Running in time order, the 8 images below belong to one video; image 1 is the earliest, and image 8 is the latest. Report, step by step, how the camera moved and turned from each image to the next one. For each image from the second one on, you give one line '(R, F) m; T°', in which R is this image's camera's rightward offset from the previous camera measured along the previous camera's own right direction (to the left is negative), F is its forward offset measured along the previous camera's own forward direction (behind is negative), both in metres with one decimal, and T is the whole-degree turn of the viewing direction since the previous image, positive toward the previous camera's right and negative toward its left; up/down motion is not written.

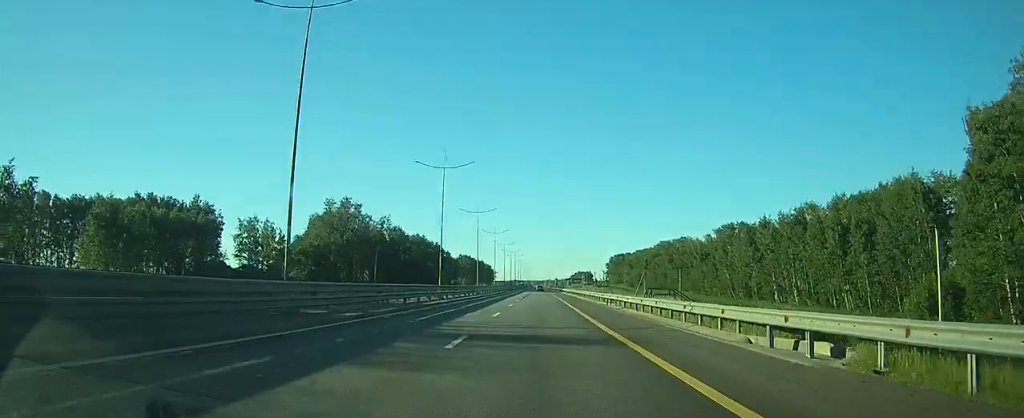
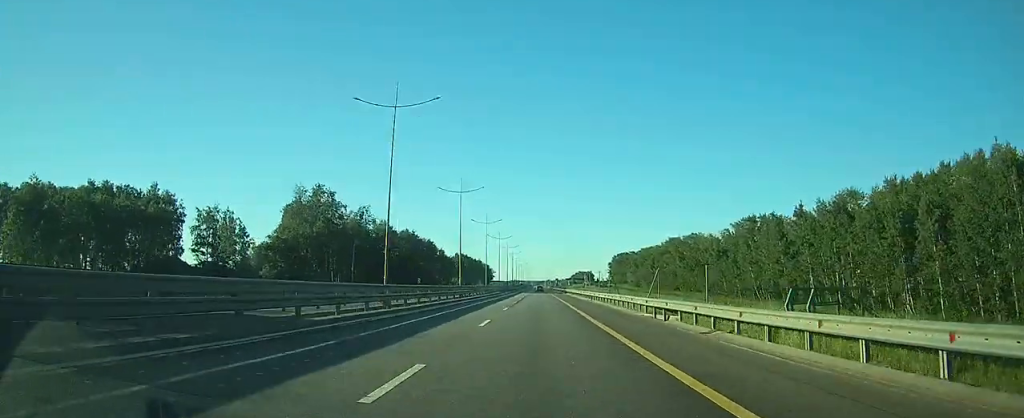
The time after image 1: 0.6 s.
(0.0, +17.4) m; 0°
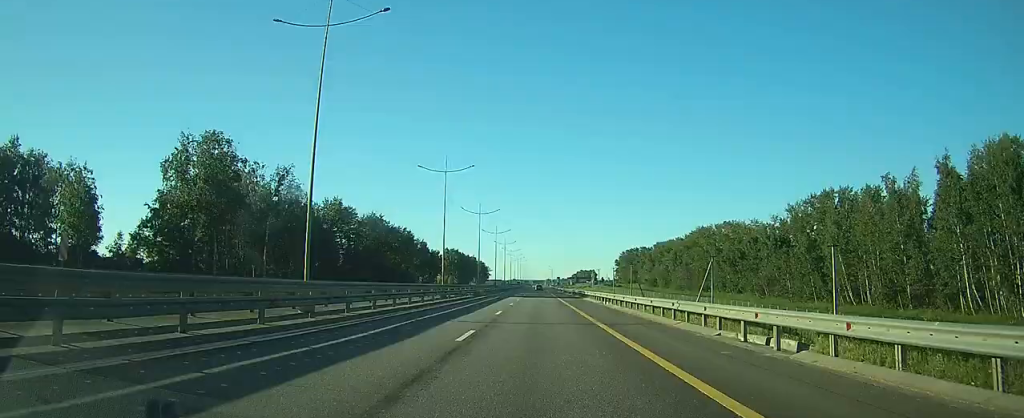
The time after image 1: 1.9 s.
(+0.1, +41.0) m; 0°
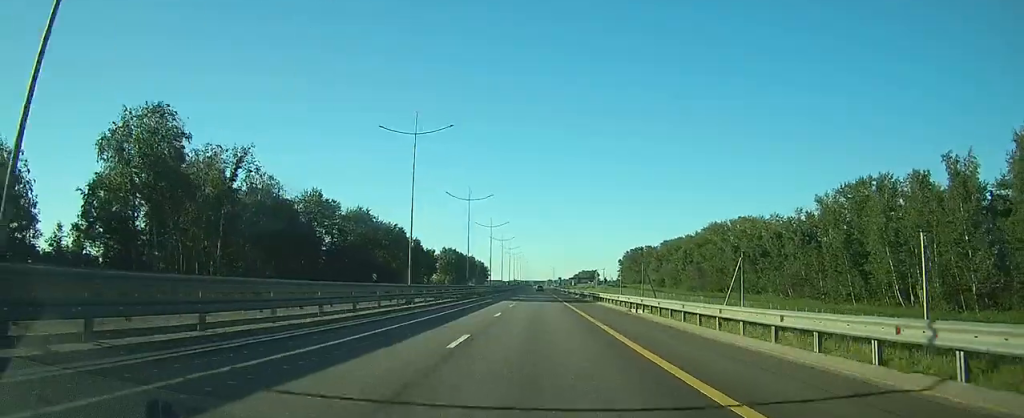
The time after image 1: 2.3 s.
(0.0, +13.3) m; 0°
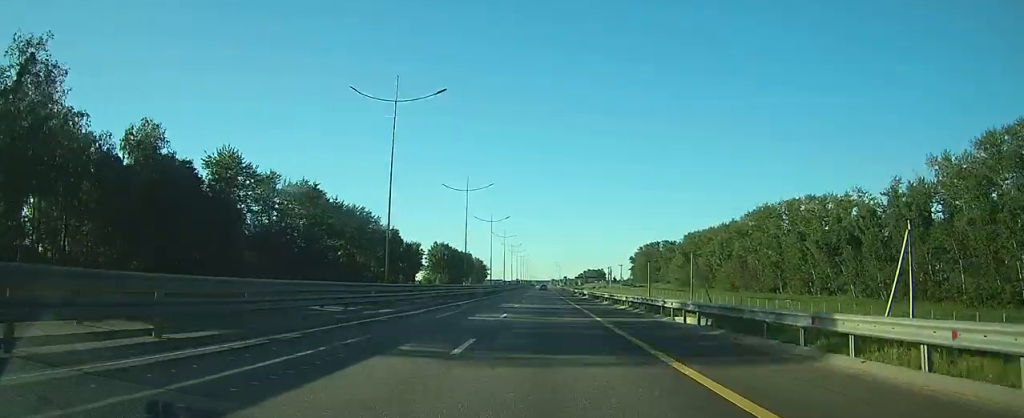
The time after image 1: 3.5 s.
(-0.1, +36.9) m; 0°
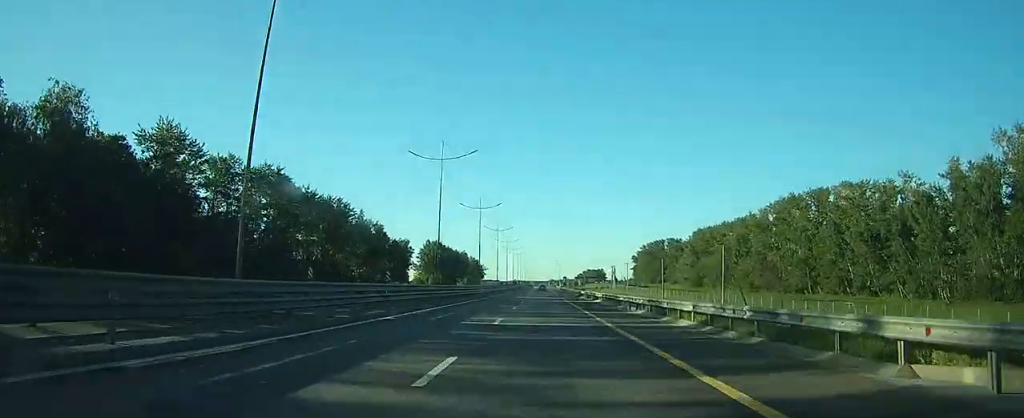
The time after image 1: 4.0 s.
(0.0, +15.4) m; 0°
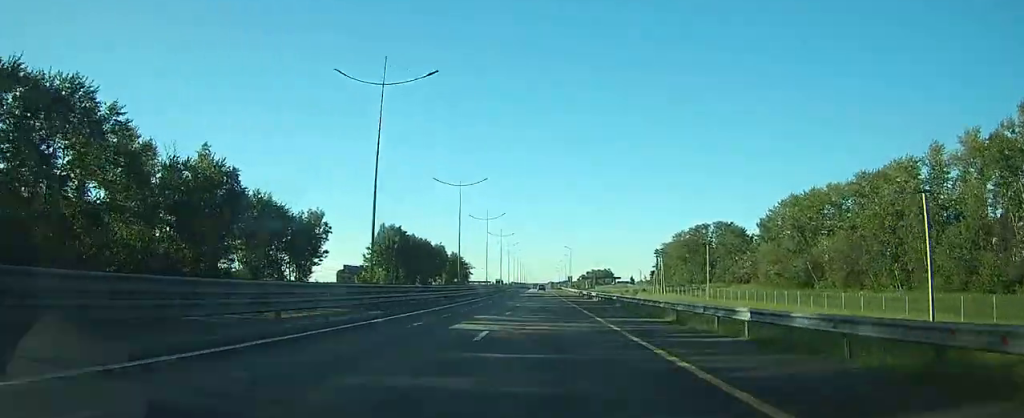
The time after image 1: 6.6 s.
(+0.1, +77.7) m; 0°
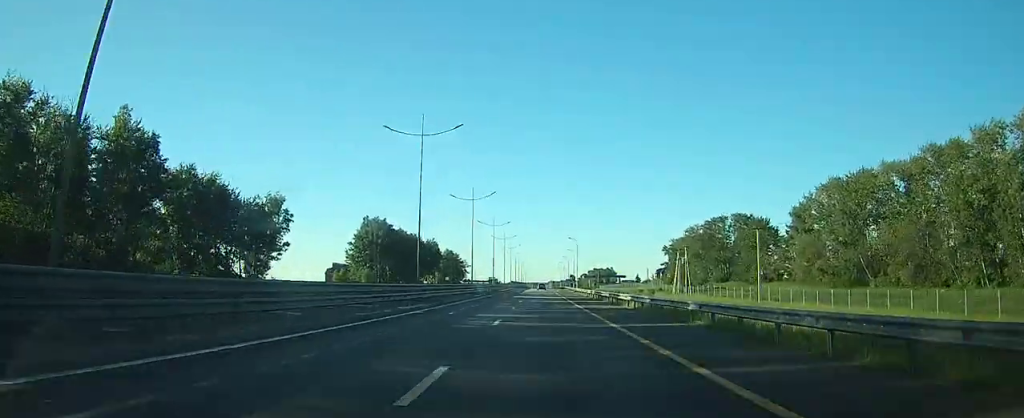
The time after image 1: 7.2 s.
(0.0, +19.3) m; 0°
